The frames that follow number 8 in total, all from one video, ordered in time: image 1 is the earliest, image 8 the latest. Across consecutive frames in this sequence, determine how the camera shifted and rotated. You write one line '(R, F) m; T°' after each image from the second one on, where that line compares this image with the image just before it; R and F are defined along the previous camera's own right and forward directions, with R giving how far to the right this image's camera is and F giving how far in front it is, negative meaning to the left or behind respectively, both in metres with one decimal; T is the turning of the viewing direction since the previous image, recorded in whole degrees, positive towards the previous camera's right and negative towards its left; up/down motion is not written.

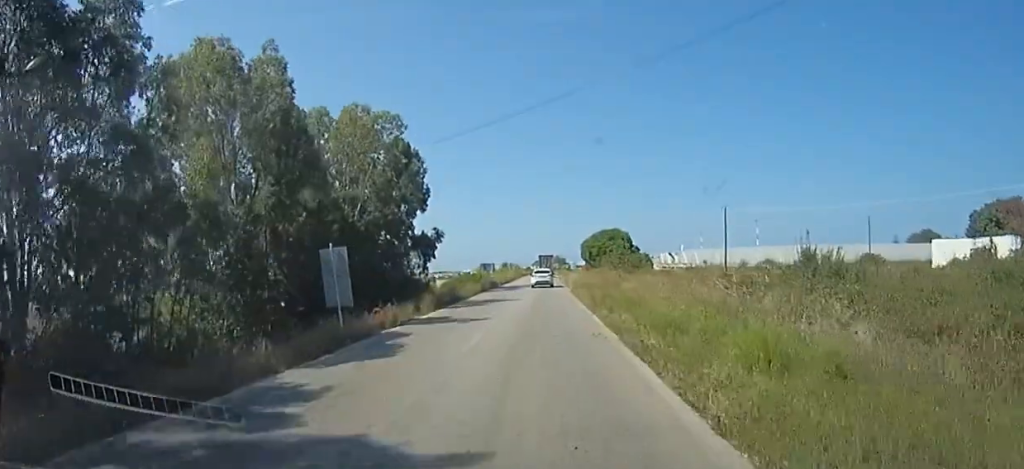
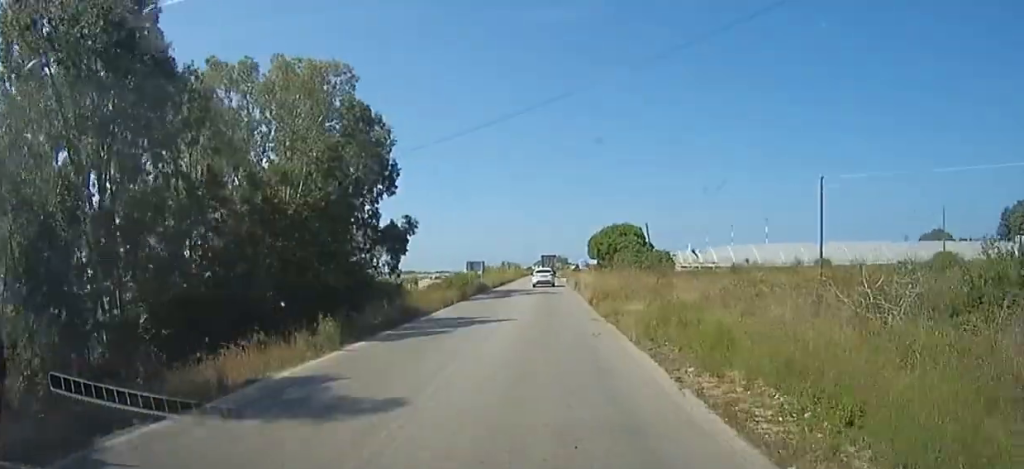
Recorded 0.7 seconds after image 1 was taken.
(+0.7, +10.8) m; -1°
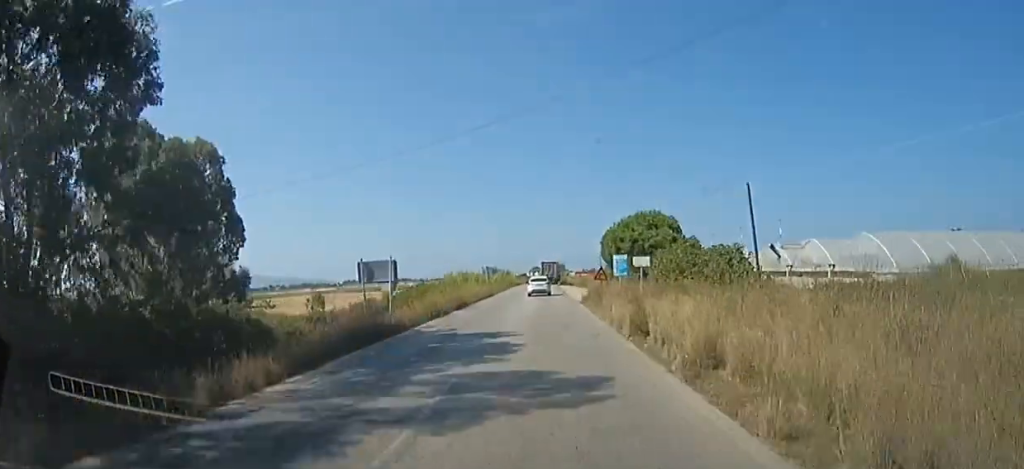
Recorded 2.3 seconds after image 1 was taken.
(-2.0, +24.7) m; -5°
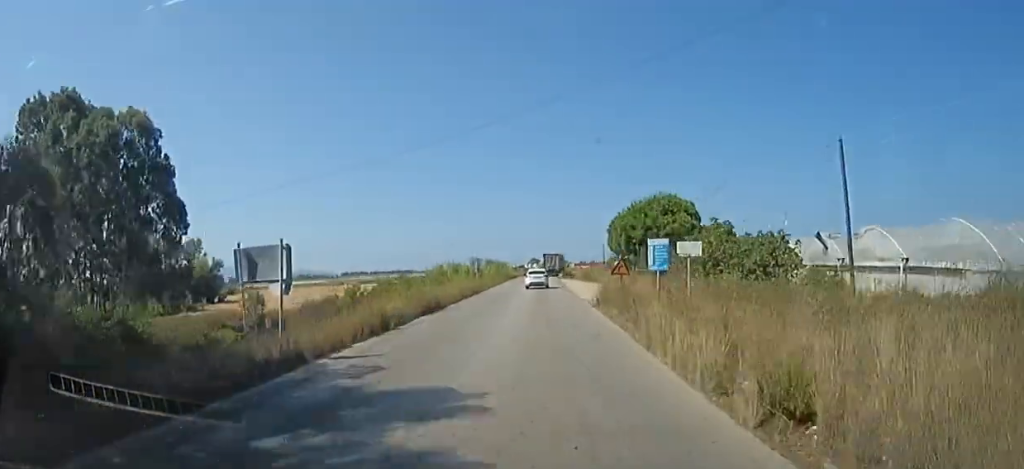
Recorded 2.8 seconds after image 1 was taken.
(0.0, +7.8) m; 0°
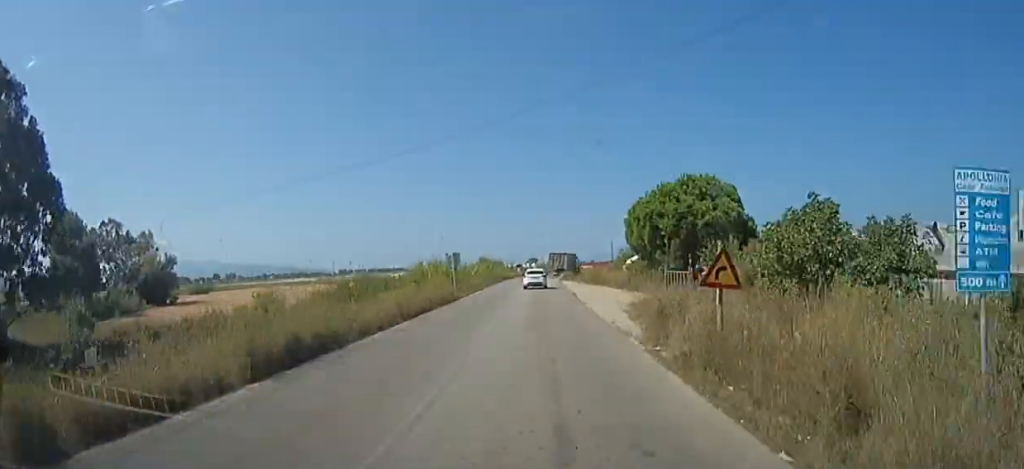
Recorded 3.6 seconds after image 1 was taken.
(0.0, +12.3) m; 0°
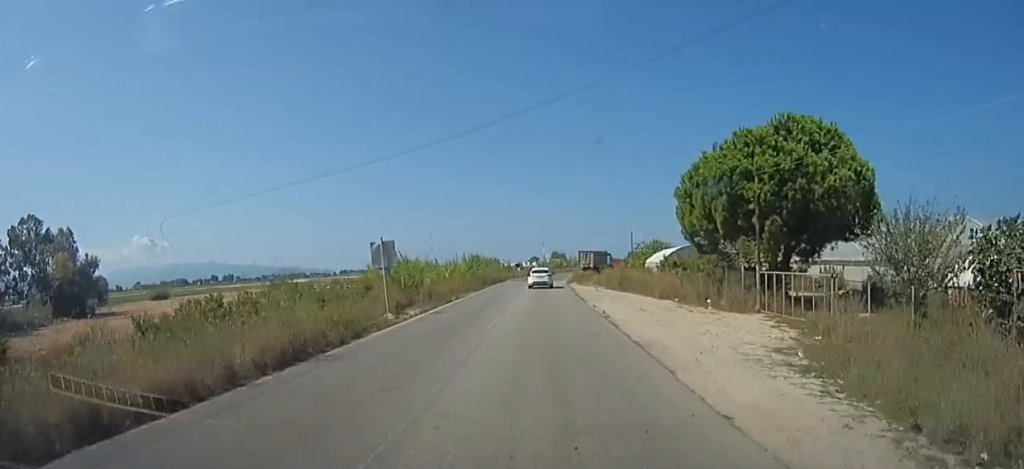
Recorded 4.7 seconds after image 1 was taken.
(-0.1, +16.5) m; -2°
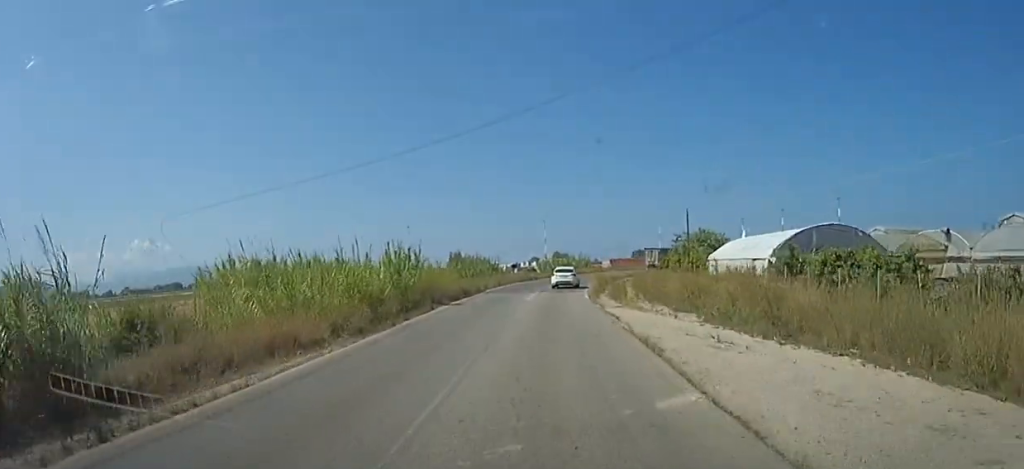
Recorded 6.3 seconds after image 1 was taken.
(-0.1, +24.6) m; 0°
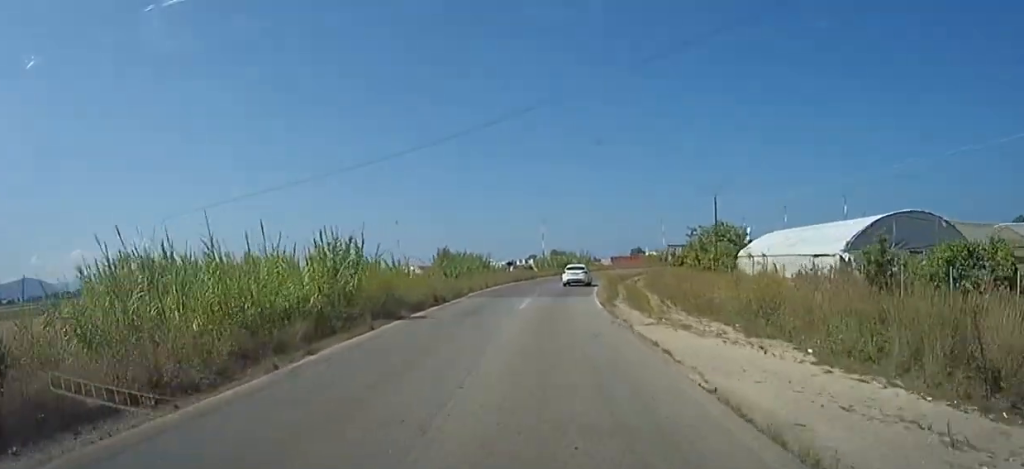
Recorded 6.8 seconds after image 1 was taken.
(0.0, +7.3) m; +1°
